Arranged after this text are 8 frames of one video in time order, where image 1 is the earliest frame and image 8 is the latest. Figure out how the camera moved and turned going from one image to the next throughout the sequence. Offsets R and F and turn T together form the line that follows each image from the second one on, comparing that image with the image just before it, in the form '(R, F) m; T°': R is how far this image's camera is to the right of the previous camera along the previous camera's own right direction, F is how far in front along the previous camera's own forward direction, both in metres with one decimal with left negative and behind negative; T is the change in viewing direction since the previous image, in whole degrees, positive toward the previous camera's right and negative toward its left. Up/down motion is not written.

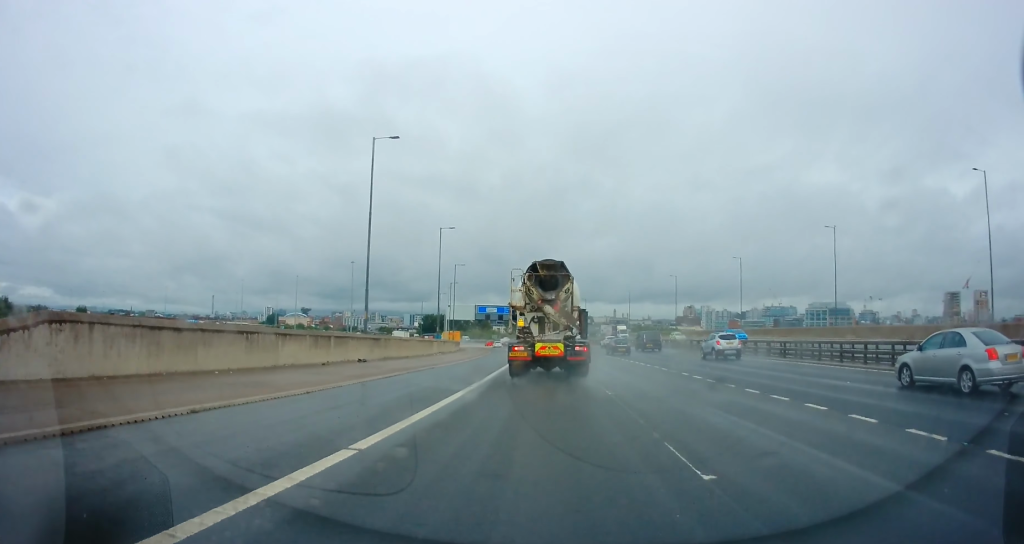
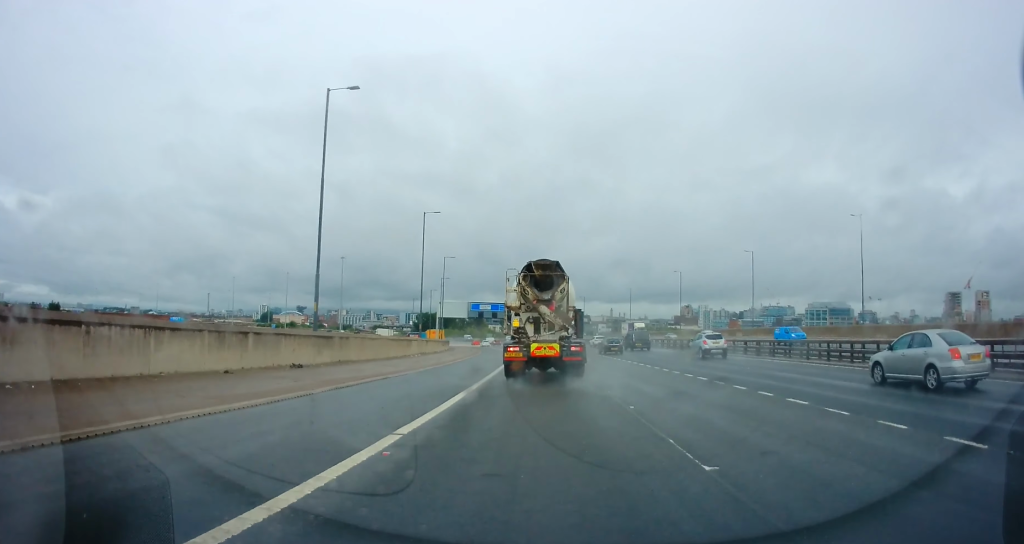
(-0.1, +8.5) m; 0°
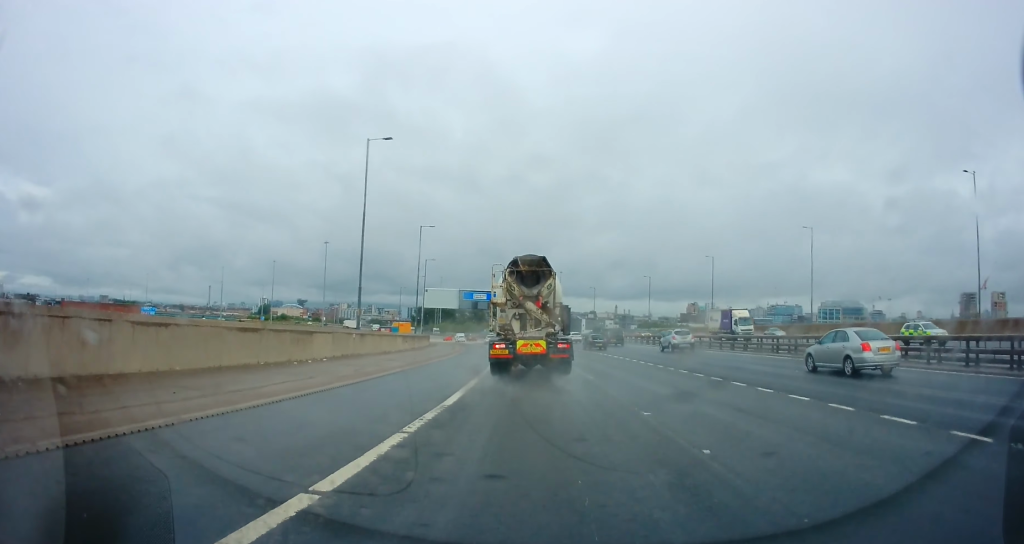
(0.0, +23.2) m; -1°
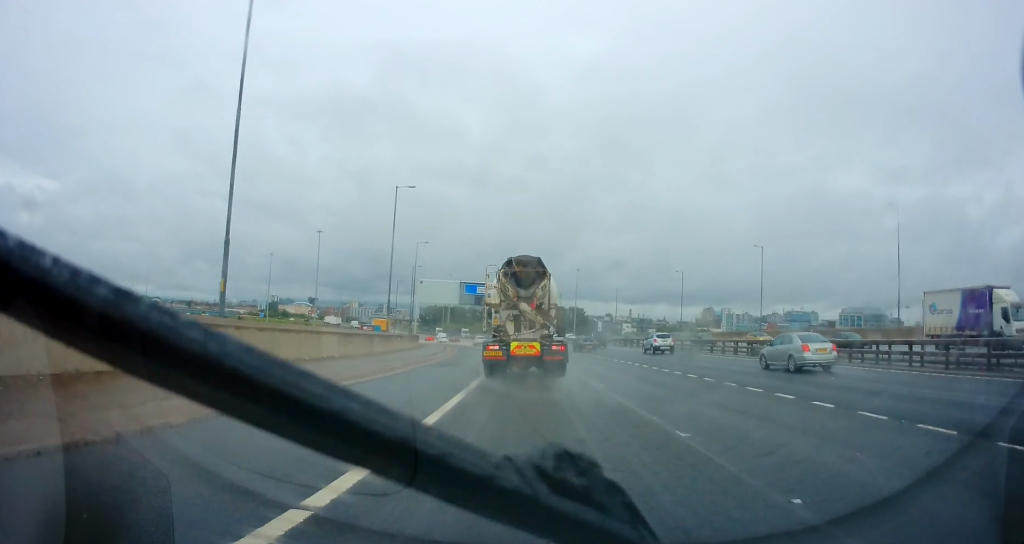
(-0.3, +20.2) m; -1°
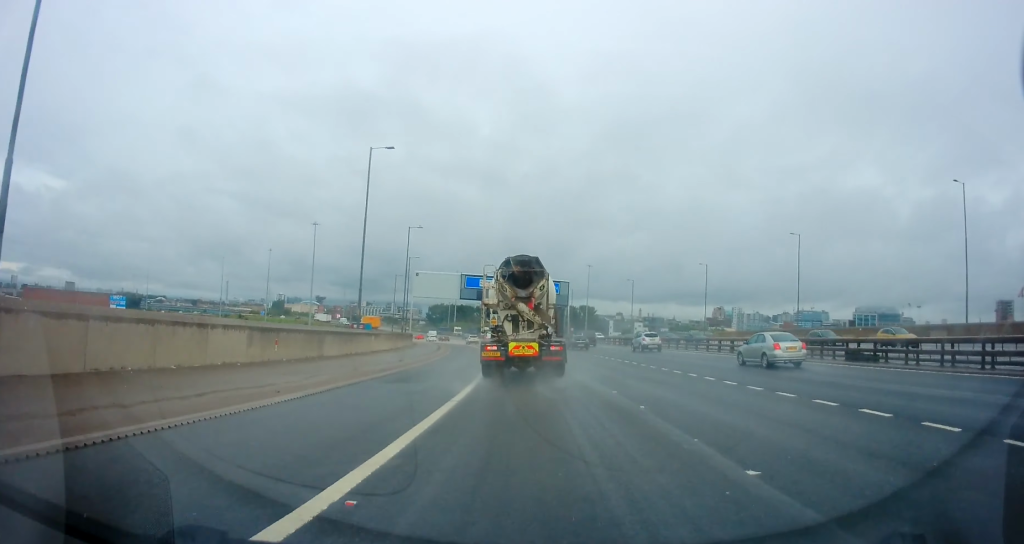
(+0.1, +11.6) m; 0°
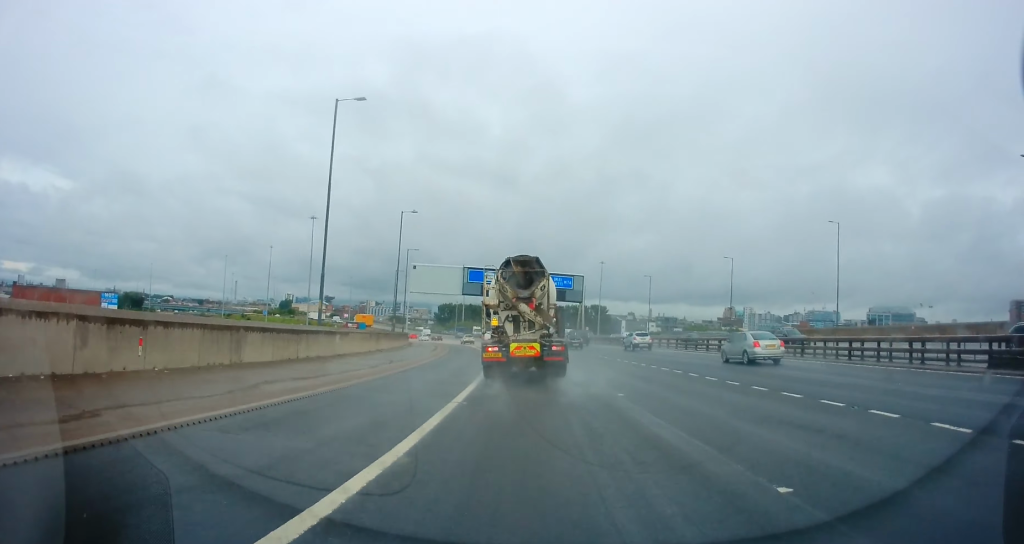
(-0.1, +9.7) m; -2°
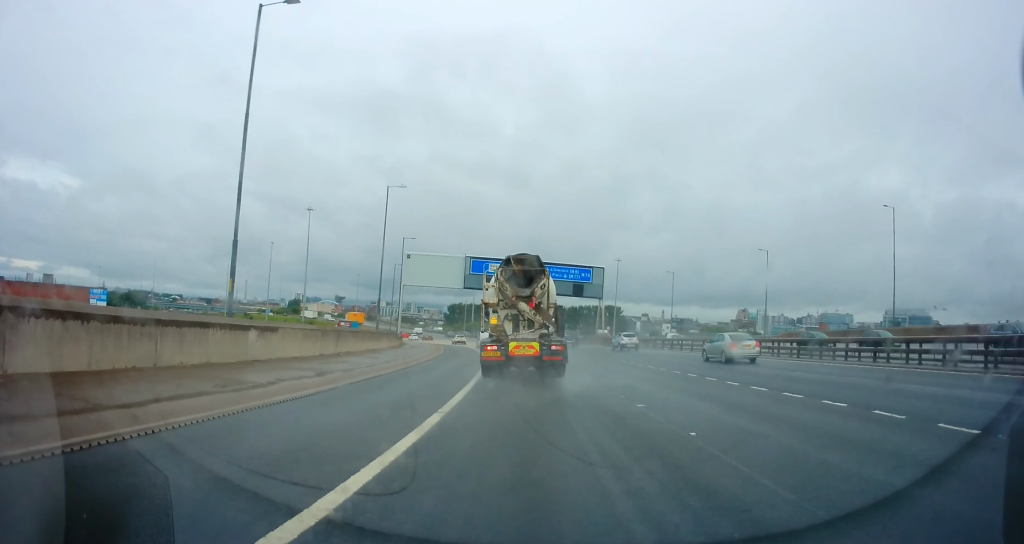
(-0.1, +11.4) m; -2°
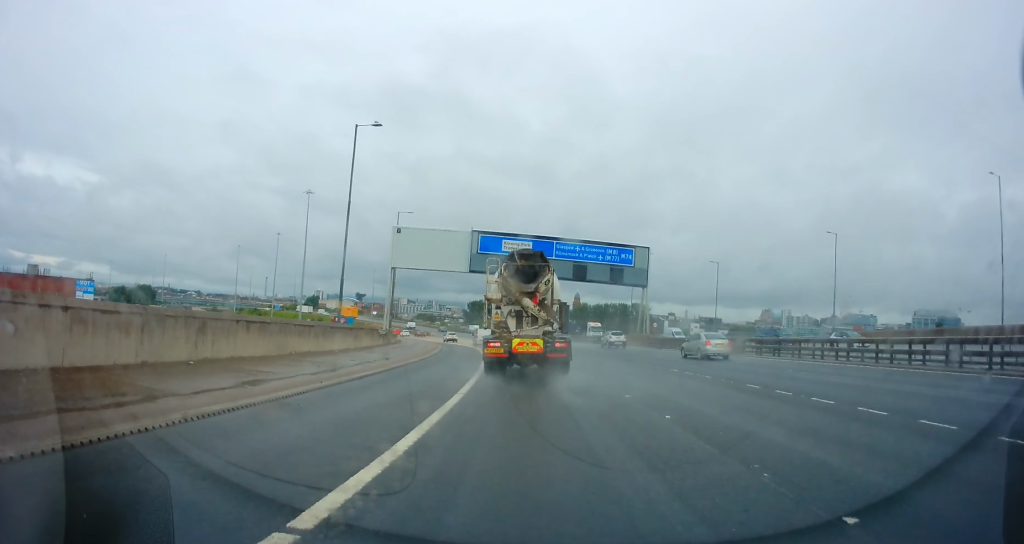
(-0.6, +16.9) m; -2°
